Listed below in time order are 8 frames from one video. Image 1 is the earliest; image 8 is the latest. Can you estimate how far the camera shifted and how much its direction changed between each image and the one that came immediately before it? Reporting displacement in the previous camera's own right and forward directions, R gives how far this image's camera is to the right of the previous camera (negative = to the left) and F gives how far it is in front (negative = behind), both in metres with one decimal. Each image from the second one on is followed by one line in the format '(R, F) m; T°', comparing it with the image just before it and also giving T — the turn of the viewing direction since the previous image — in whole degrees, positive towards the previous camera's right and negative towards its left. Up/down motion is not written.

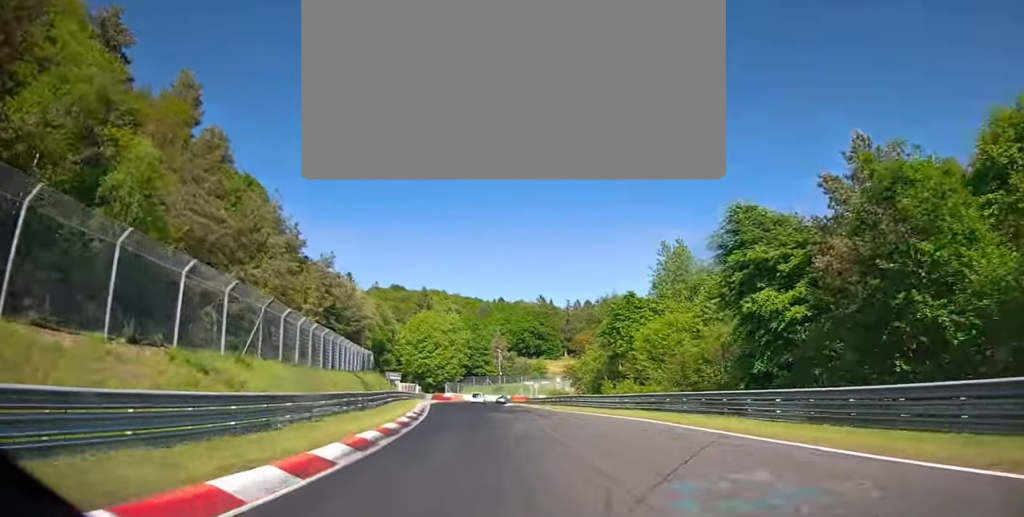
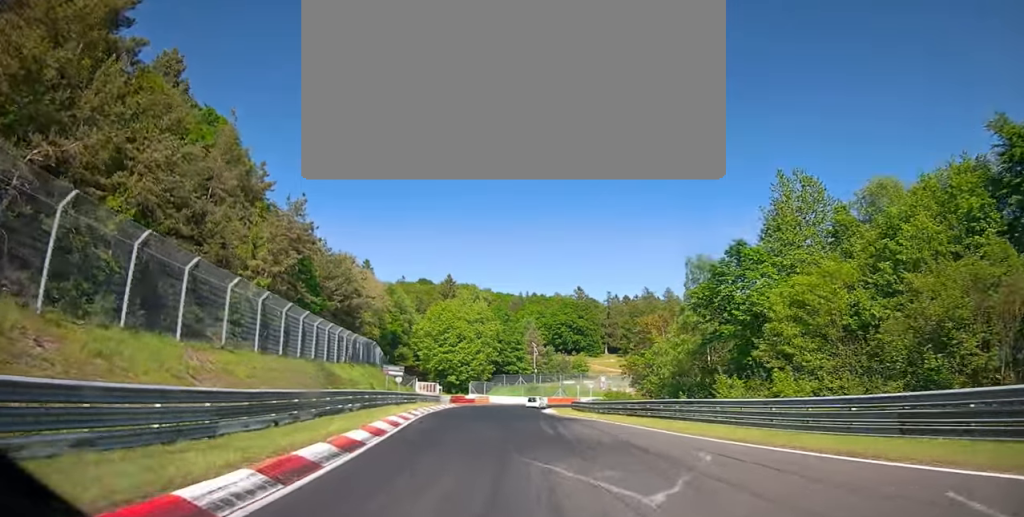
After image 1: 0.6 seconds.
(-0.2, +18.1) m; -1°
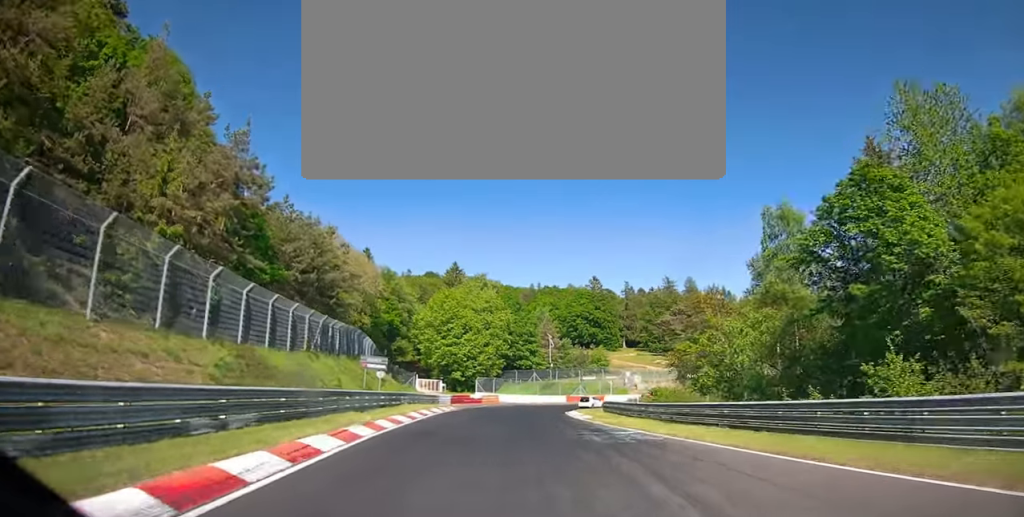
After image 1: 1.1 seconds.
(0.0, +12.9) m; 0°
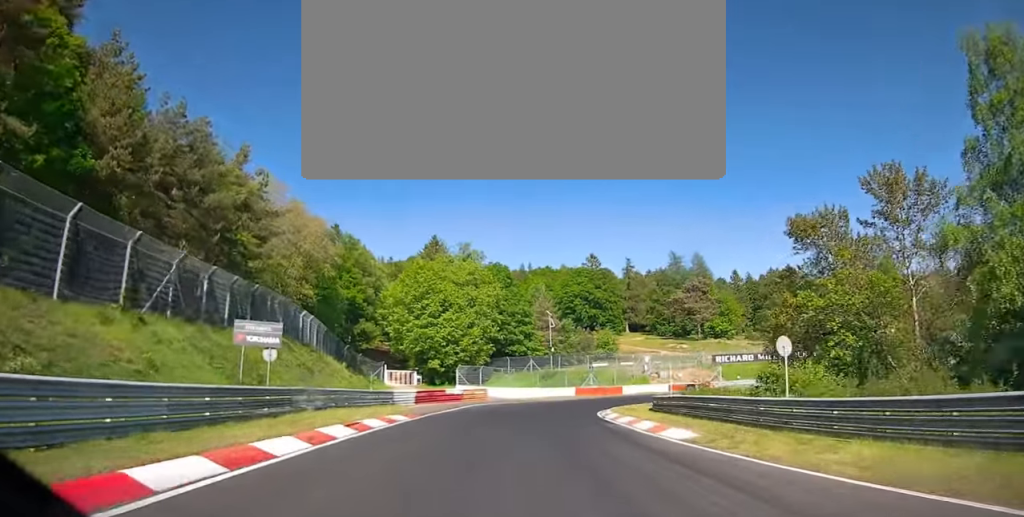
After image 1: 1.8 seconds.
(-0.2, +17.7) m; +3°
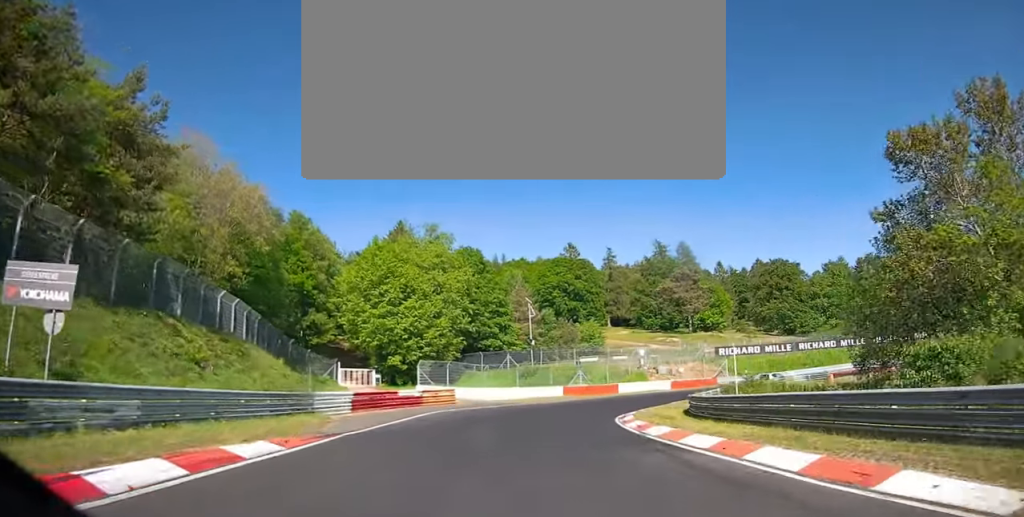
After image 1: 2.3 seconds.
(+0.3, +10.0) m; +6°
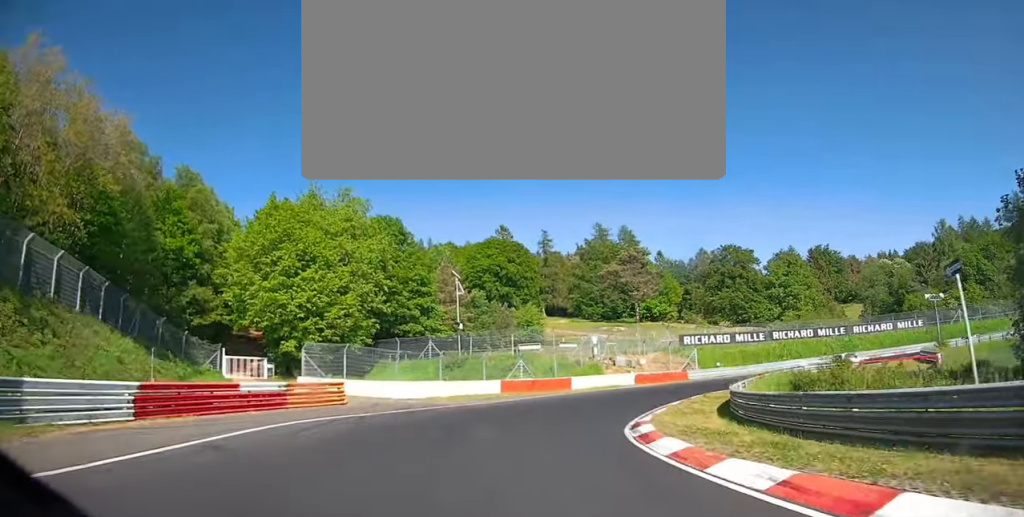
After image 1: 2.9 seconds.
(0.0, +11.9) m; +11°
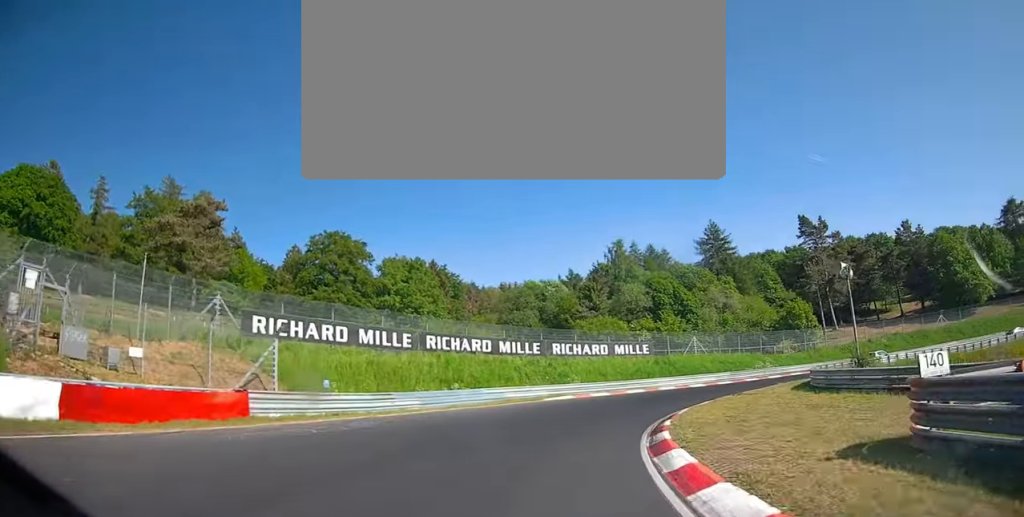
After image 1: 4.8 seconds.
(+12.6, +30.1) m; +44°
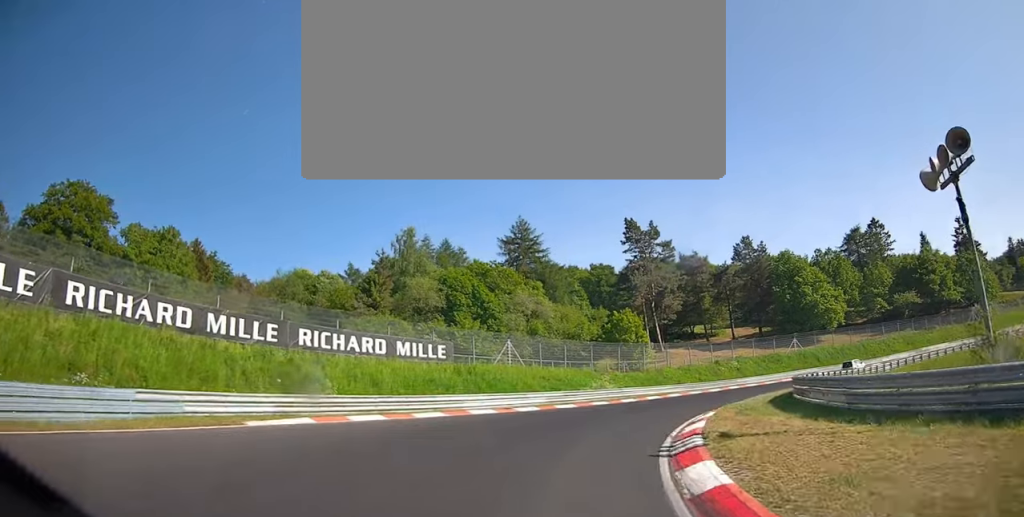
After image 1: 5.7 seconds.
(+3.3, +17.2) m; +23°
